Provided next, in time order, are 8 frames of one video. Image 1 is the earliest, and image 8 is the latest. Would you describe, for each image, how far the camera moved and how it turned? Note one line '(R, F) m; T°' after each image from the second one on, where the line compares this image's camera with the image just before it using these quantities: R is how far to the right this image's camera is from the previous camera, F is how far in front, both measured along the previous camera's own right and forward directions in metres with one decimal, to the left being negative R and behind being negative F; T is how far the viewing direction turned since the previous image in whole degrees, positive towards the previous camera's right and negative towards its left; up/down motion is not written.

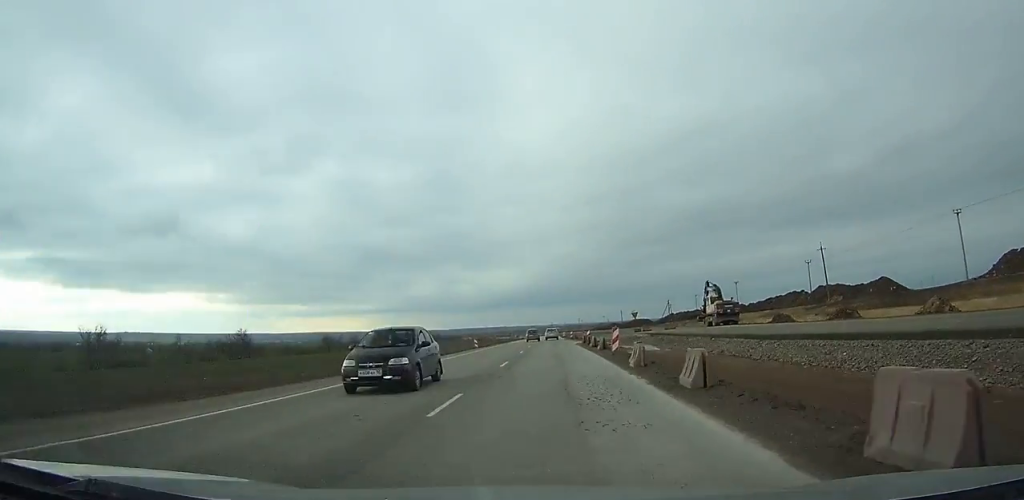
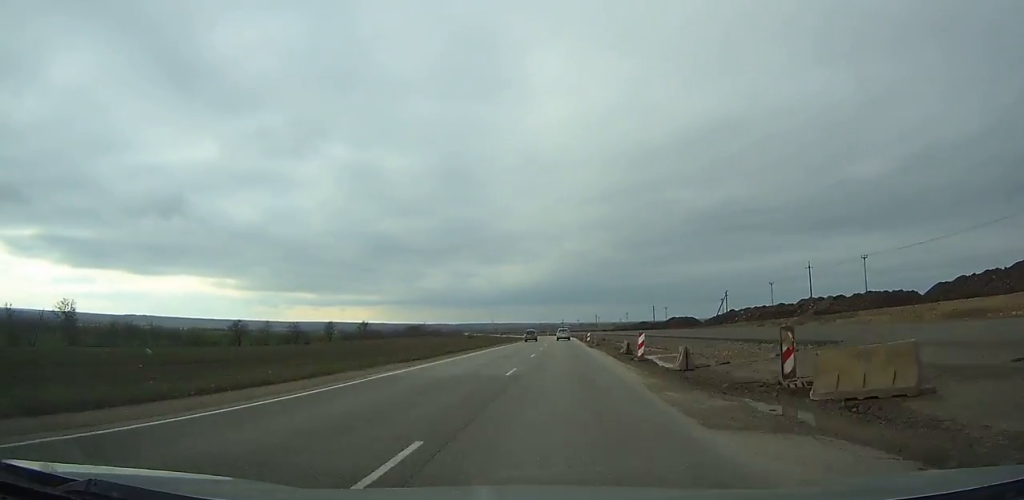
(-0.4, +65.0) m; -1°
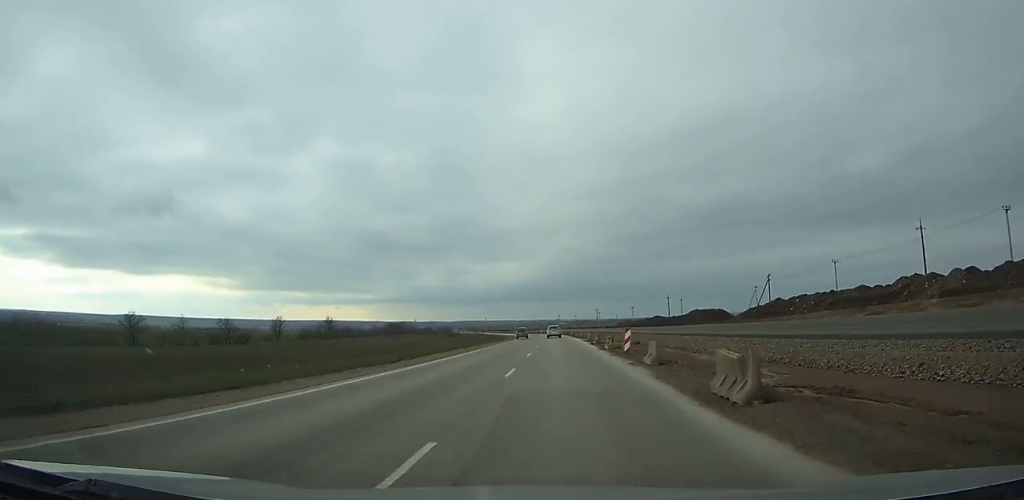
(-0.1, +36.7) m; 0°
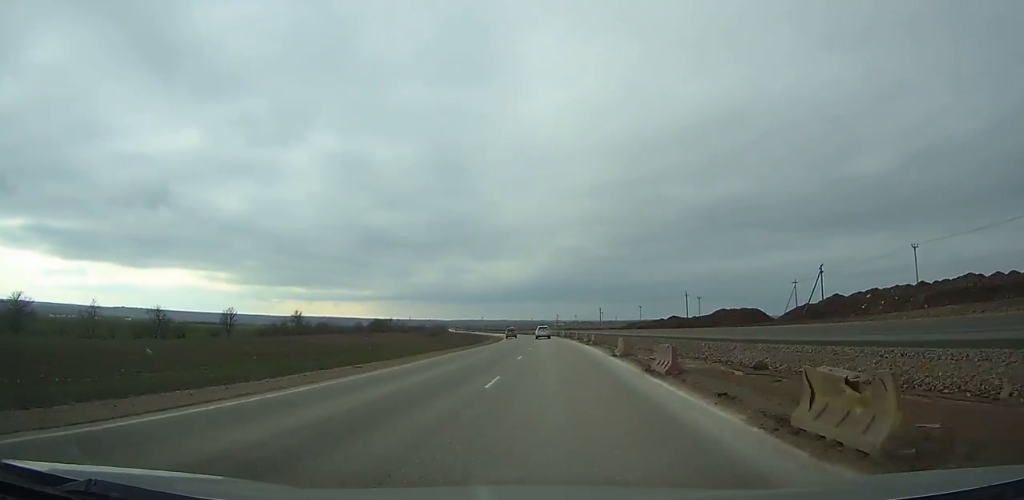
(-0.1, +26.5) m; -1°
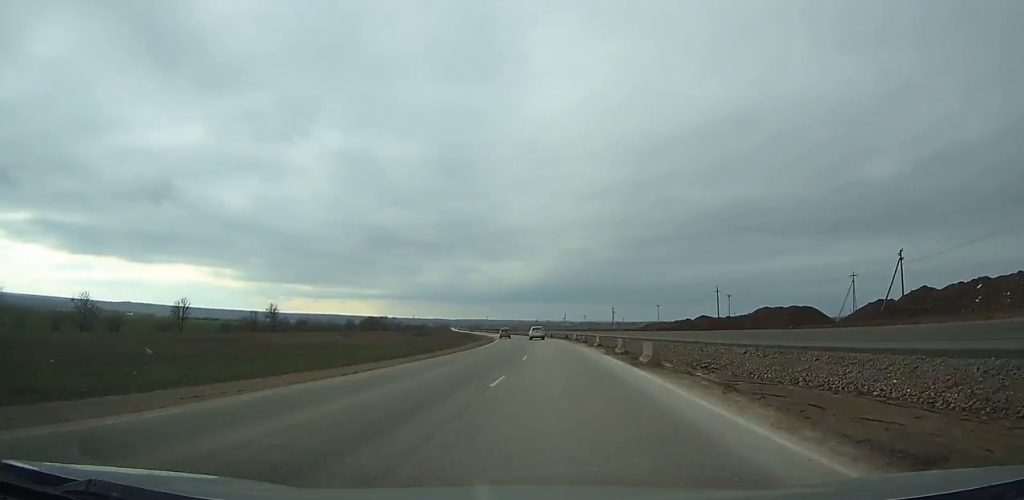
(+0.2, +23.2) m; -1°
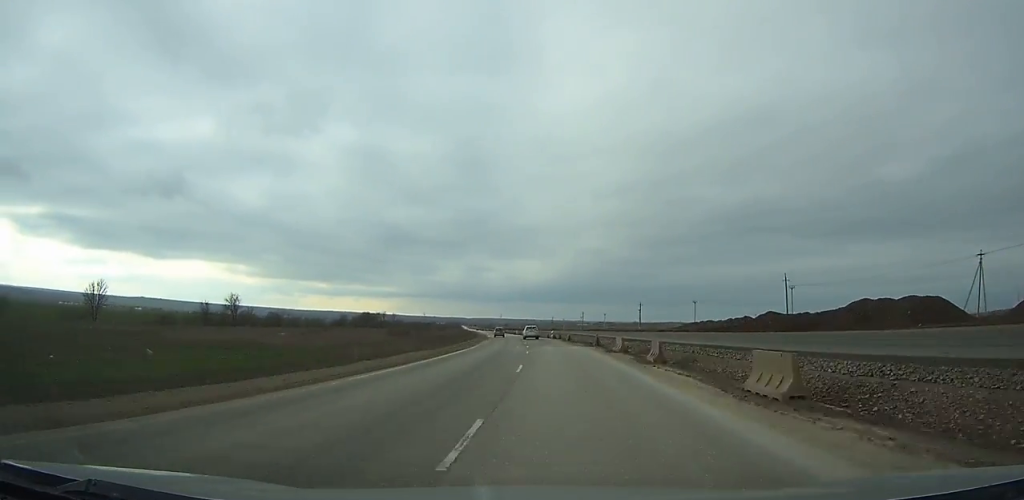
(-0.6, +31.0) m; -2°
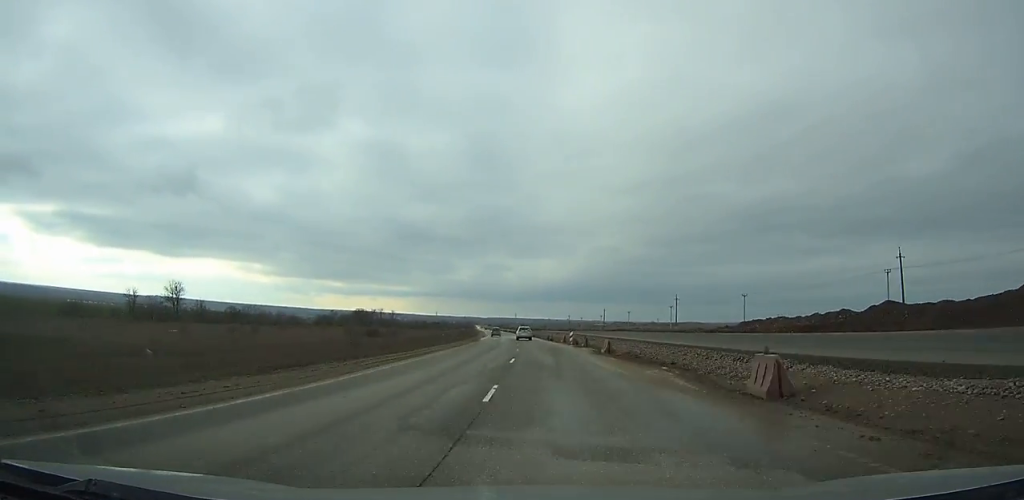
(-0.5, +30.6) m; -2°
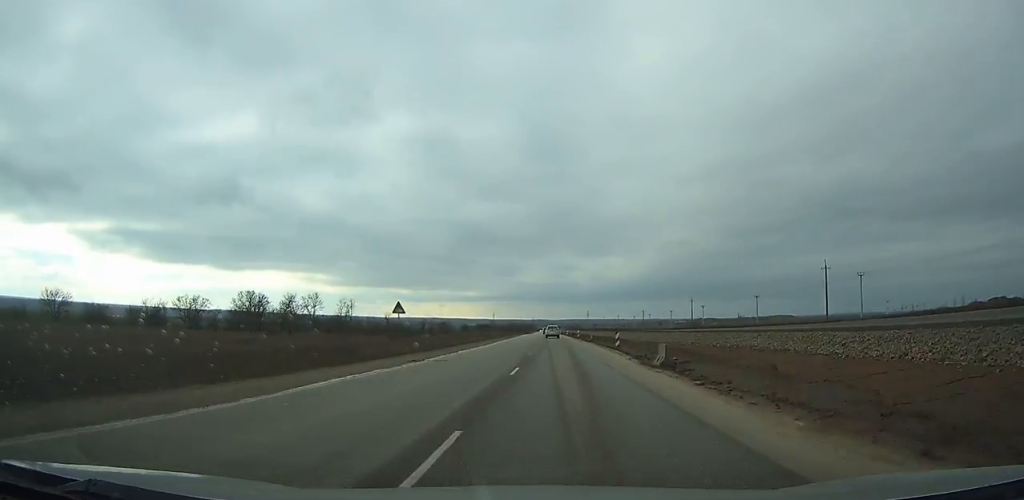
(-6.3, +138.4) m; -4°
